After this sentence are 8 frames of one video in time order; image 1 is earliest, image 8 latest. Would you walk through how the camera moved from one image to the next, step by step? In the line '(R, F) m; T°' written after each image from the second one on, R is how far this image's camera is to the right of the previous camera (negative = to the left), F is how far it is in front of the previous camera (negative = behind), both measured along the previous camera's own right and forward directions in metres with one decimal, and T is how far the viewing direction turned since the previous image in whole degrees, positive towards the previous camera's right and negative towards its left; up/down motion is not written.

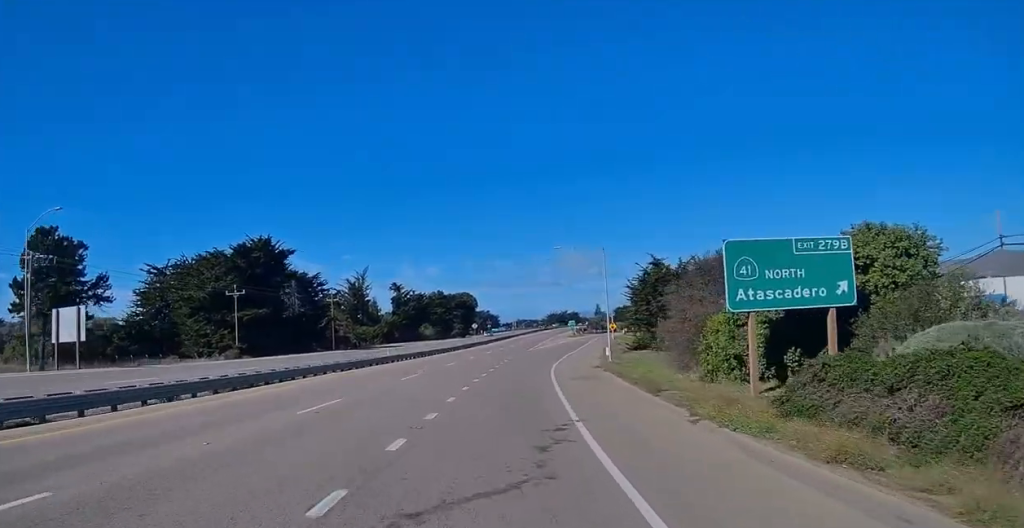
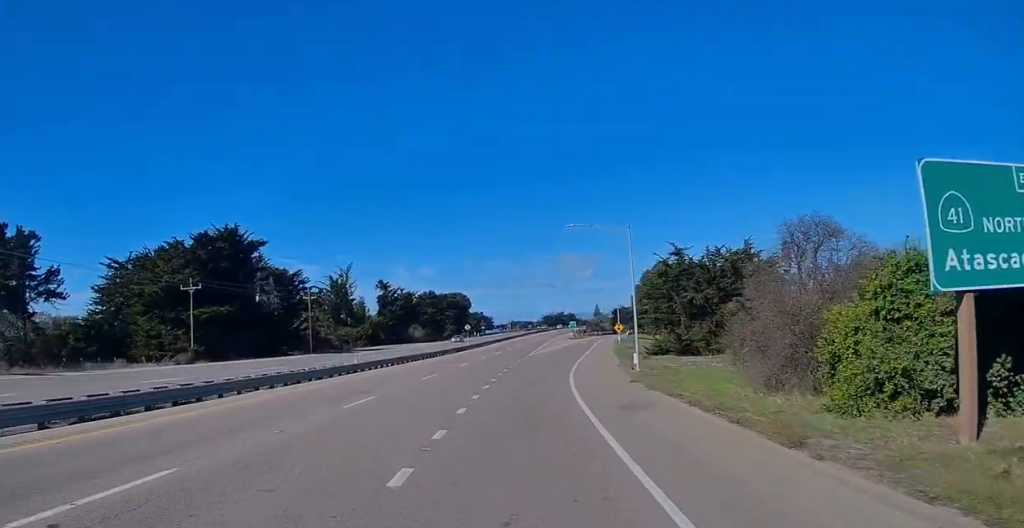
(+0.7, +11.3) m; +1°
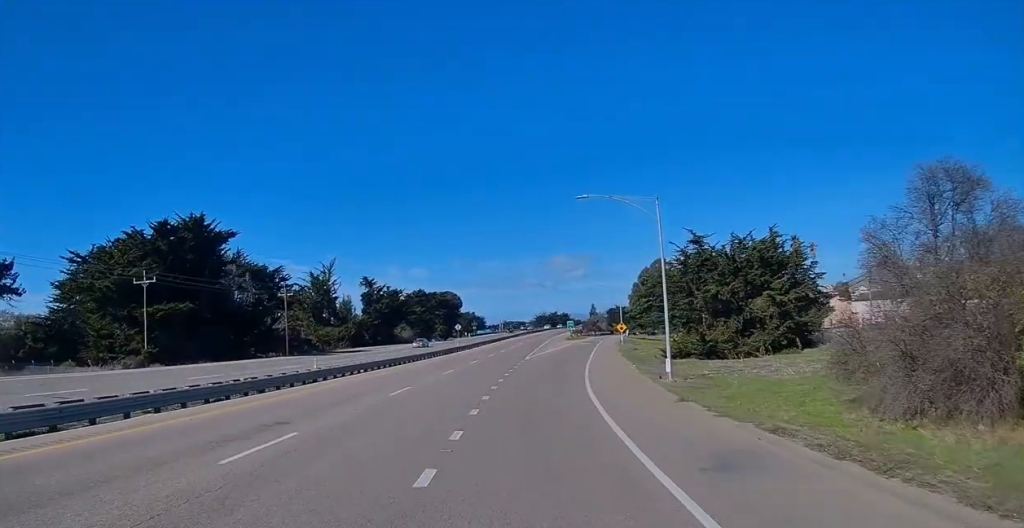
(0.0, +9.1) m; 0°
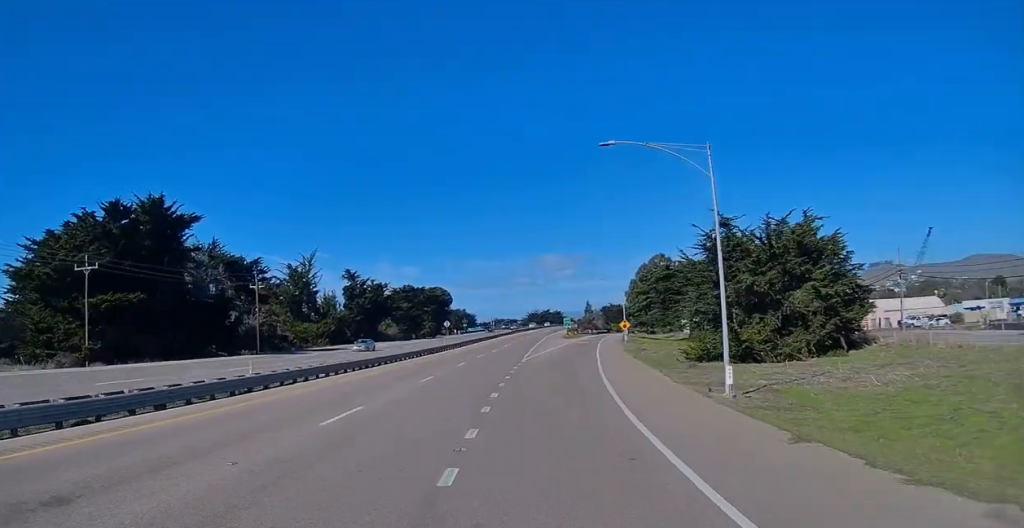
(-0.3, +9.4) m; -1°
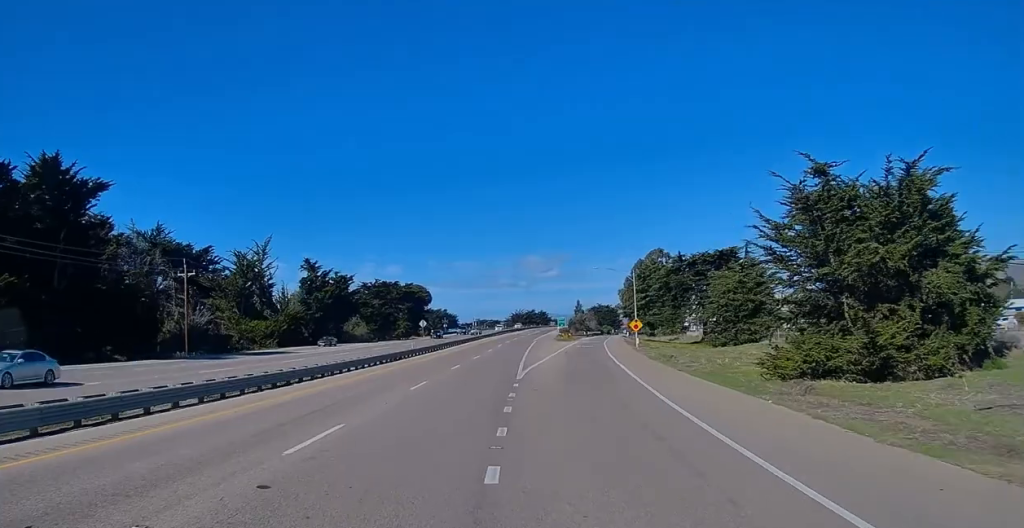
(-0.1, +19.8) m; +1°
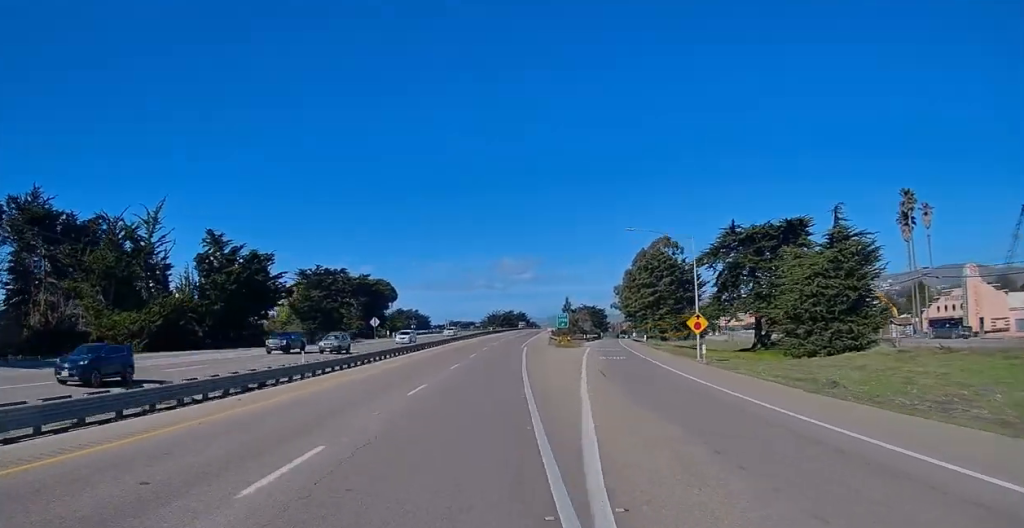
(+1.0, +32.4) m; +3°
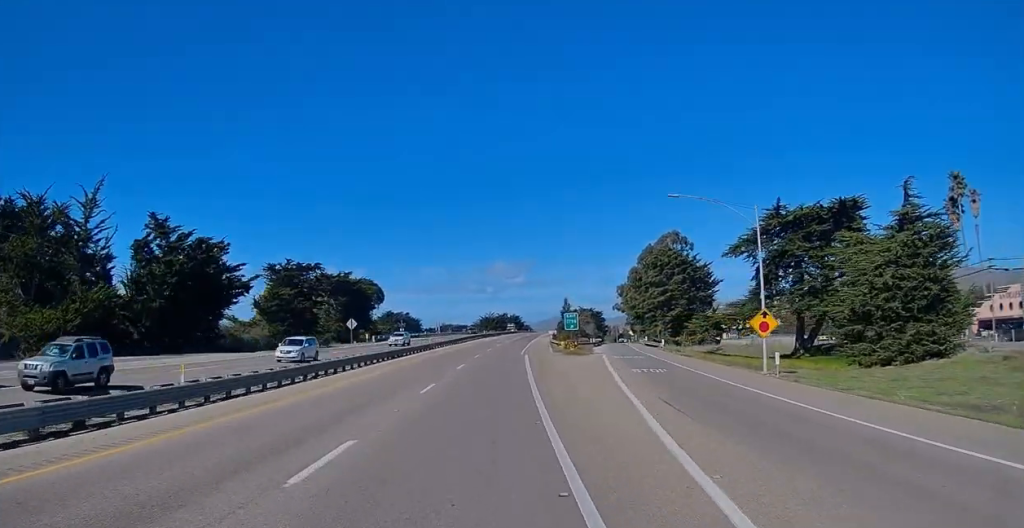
(+0.1, +14.0) m; +1°
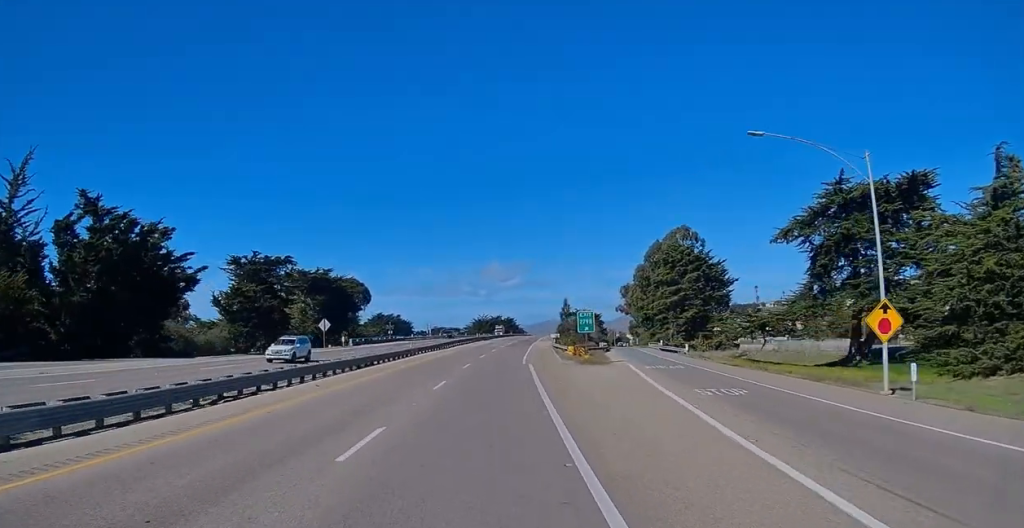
(+0.1, +13.1) m; +1°
